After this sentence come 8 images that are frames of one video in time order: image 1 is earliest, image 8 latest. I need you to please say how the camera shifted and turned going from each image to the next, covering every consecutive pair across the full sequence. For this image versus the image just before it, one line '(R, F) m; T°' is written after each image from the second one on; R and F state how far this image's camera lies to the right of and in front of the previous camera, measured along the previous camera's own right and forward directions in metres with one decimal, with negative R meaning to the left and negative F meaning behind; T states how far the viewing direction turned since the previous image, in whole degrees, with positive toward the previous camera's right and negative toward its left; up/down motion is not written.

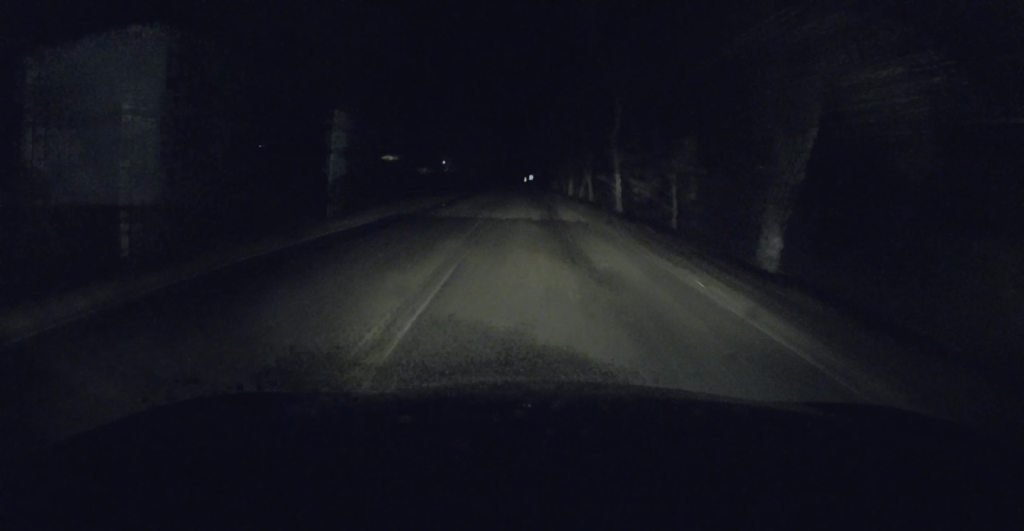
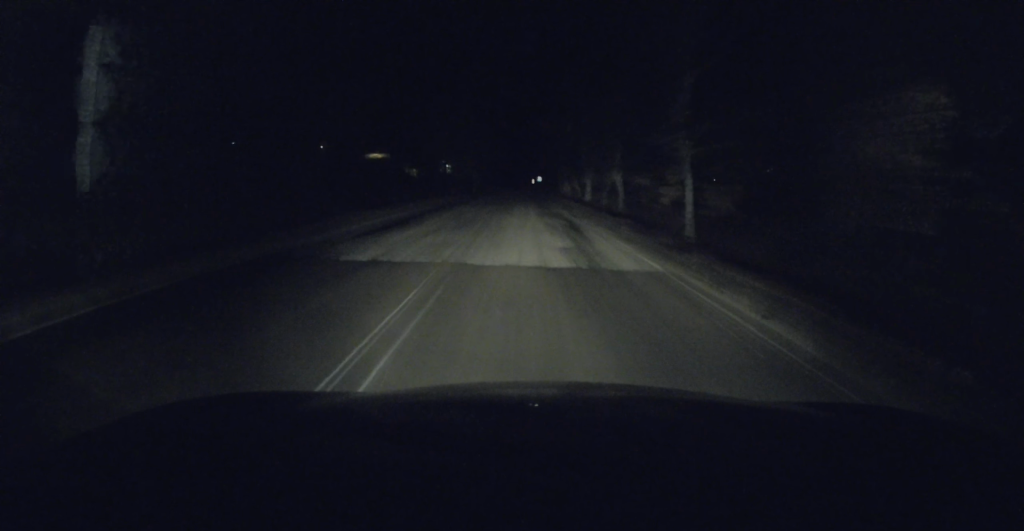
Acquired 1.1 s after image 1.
(-0.1, +10.9) m; -1°
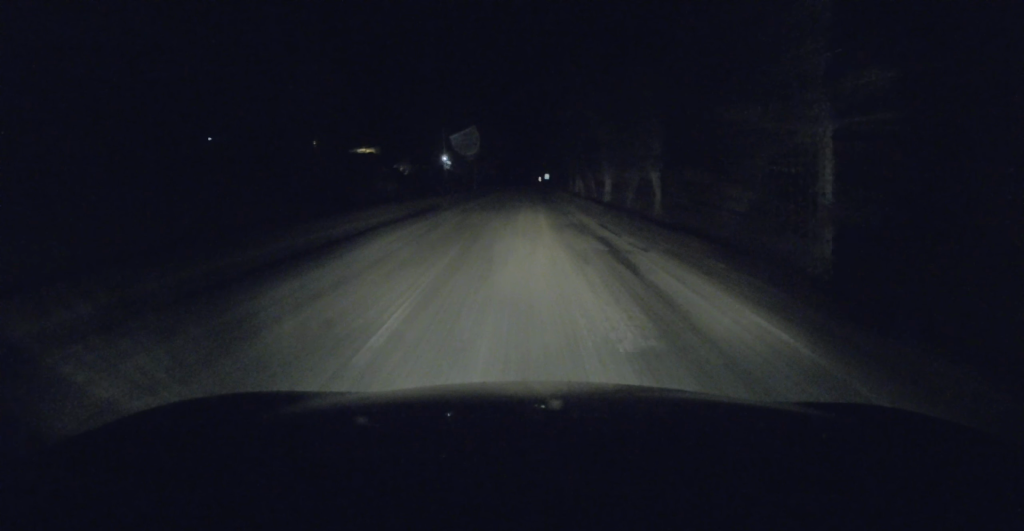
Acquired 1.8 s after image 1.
(0.0, +7.7) m; 0°
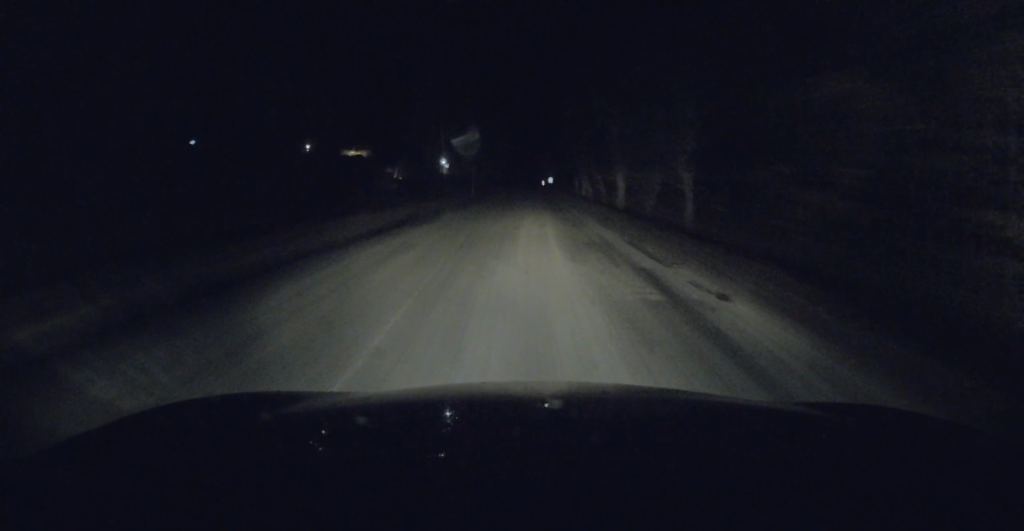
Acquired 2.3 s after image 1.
(-0.1, +4.6) m; 0°
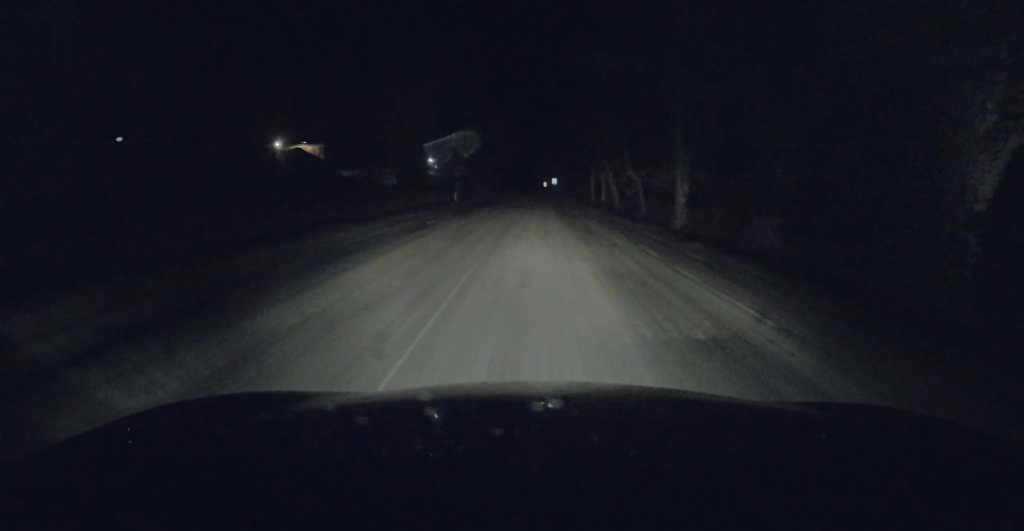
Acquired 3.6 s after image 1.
(+0.3, +14.2) m; 0°
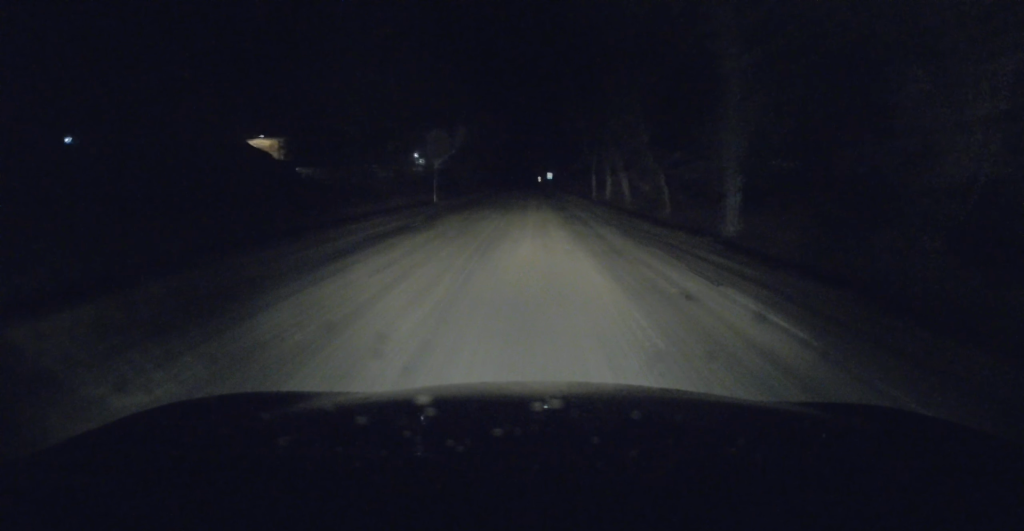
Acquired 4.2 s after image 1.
(-0.2, +6.6) m; 0°
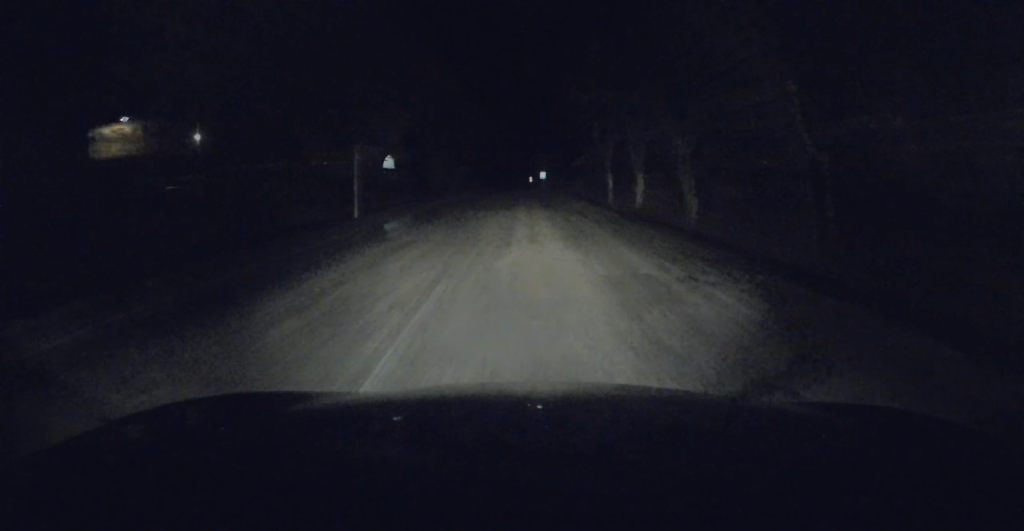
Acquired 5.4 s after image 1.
(+0.2, +14.0) m; +1°
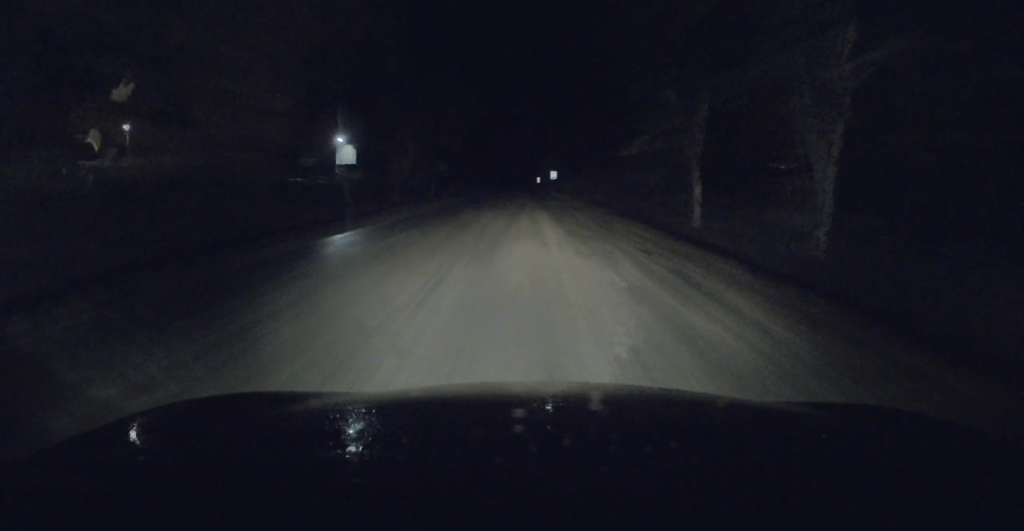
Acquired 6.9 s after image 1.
(-0.1, +16.7) m; -1°
